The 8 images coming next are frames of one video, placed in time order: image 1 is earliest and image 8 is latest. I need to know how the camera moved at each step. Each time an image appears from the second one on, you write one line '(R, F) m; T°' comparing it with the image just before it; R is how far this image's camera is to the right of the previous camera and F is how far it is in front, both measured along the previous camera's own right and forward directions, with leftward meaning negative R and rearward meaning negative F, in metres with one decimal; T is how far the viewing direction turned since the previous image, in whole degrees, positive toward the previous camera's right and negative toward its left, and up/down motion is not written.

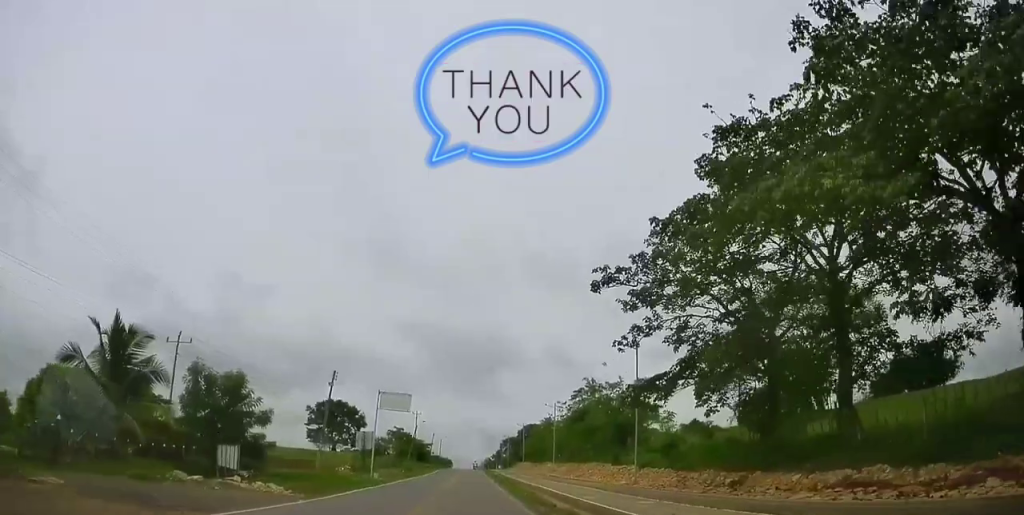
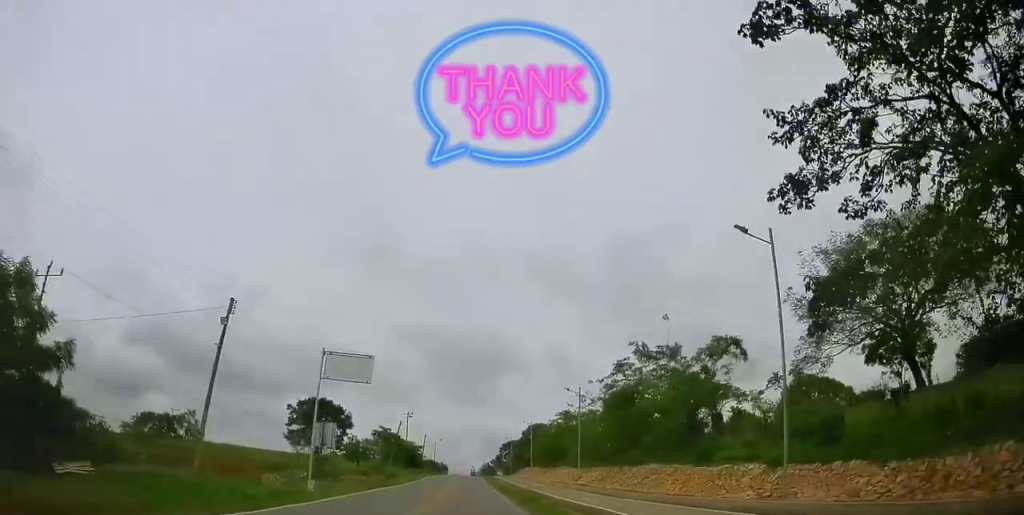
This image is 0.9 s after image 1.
(0.0, +16.5) m; 0°
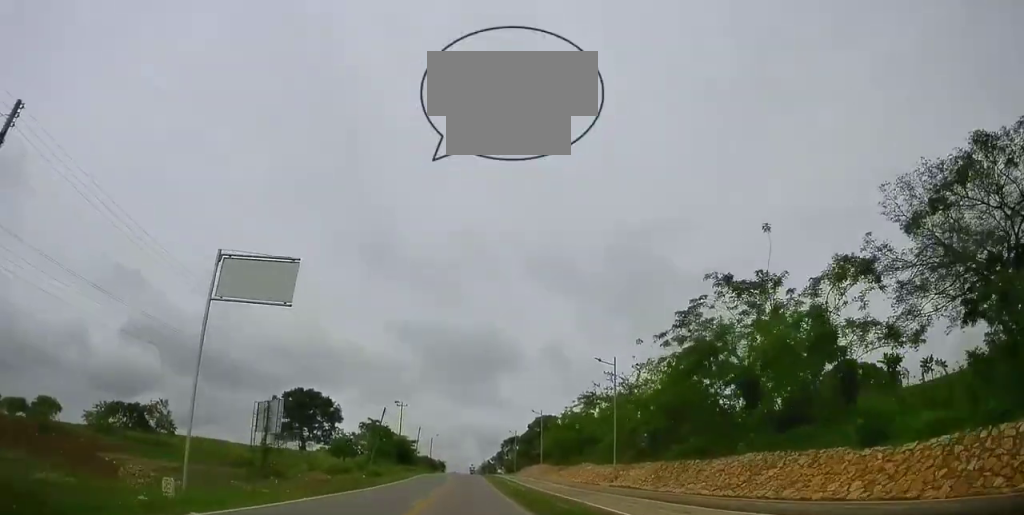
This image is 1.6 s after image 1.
(0.0, +12.5) m; -1°
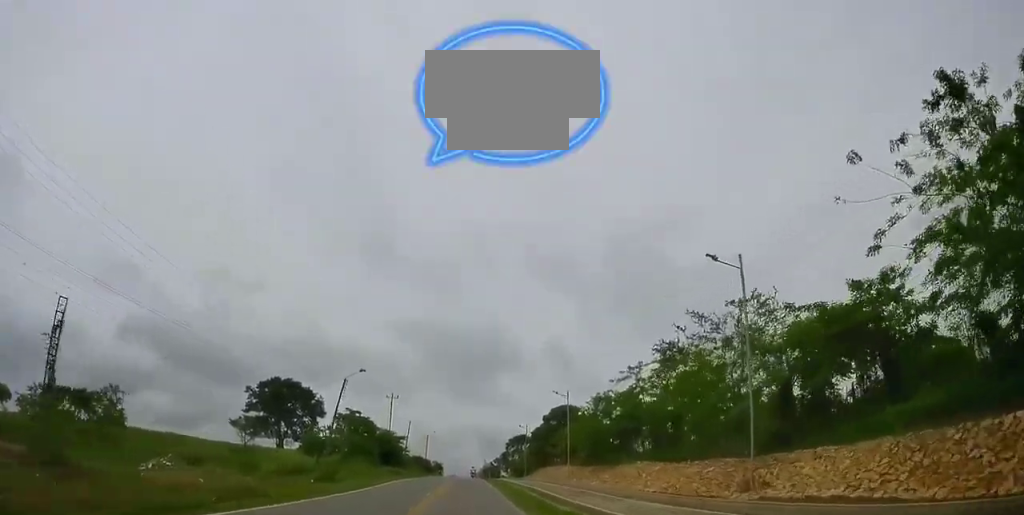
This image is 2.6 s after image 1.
(-0.5, +19.0) m; 0°
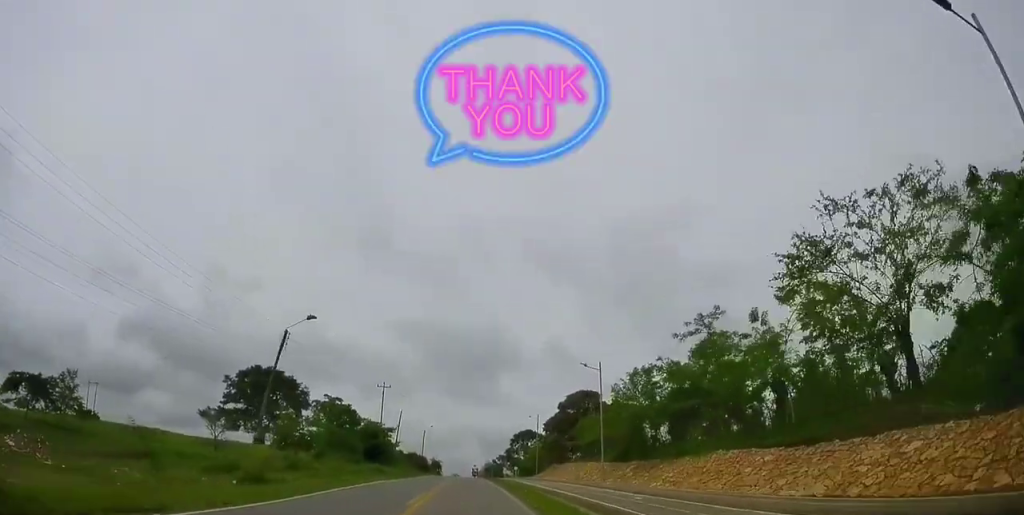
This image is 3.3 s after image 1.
(+0.3, +13.2) m; +1°
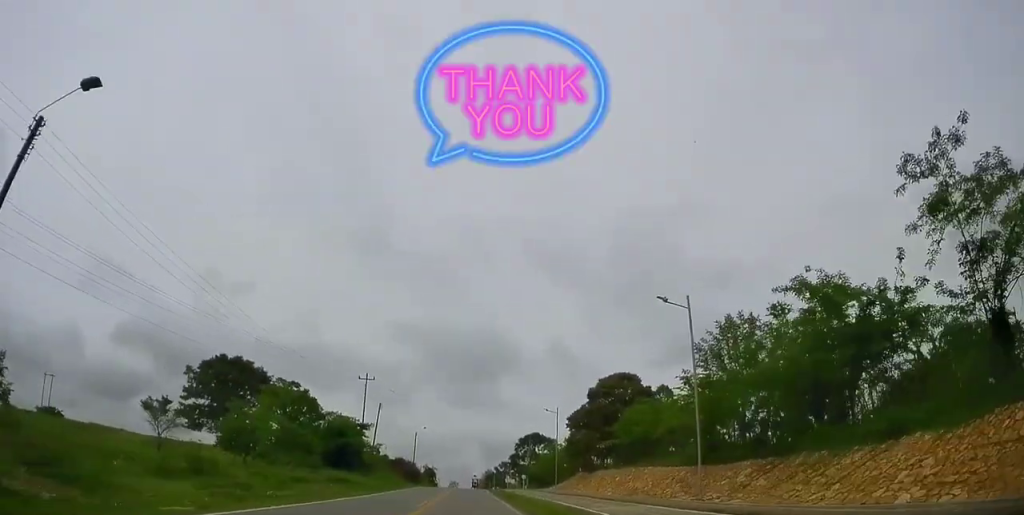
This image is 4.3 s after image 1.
(+0.4, +17.8) m; 0°
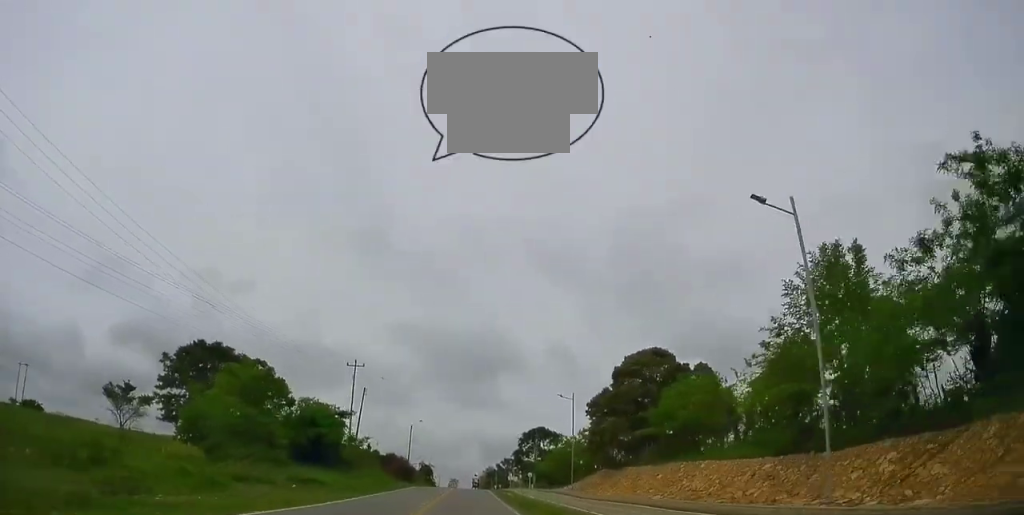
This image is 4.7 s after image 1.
(-0.2, +9.1) m; -1°
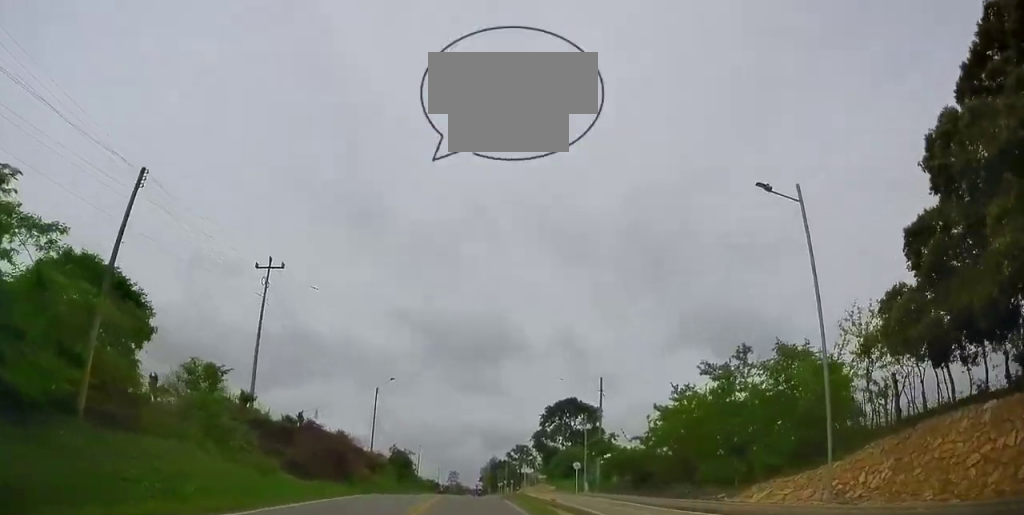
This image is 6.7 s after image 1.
(-0.9, +36.9) m; -2°
